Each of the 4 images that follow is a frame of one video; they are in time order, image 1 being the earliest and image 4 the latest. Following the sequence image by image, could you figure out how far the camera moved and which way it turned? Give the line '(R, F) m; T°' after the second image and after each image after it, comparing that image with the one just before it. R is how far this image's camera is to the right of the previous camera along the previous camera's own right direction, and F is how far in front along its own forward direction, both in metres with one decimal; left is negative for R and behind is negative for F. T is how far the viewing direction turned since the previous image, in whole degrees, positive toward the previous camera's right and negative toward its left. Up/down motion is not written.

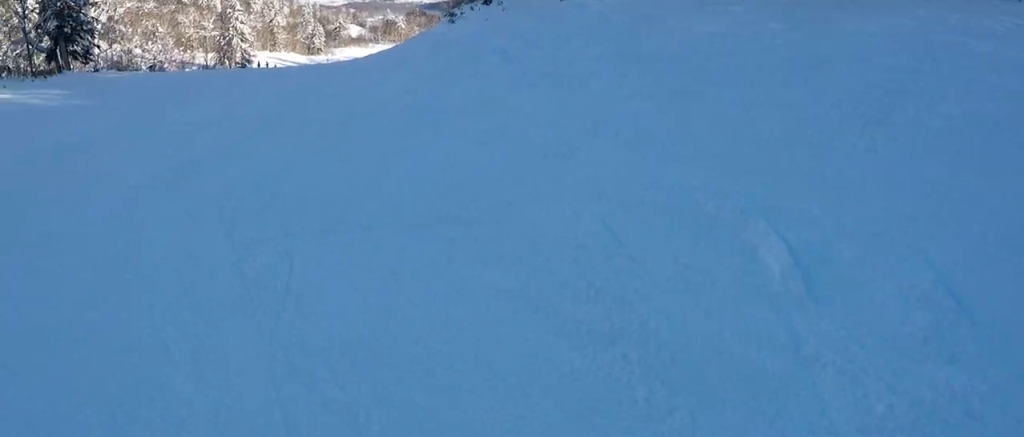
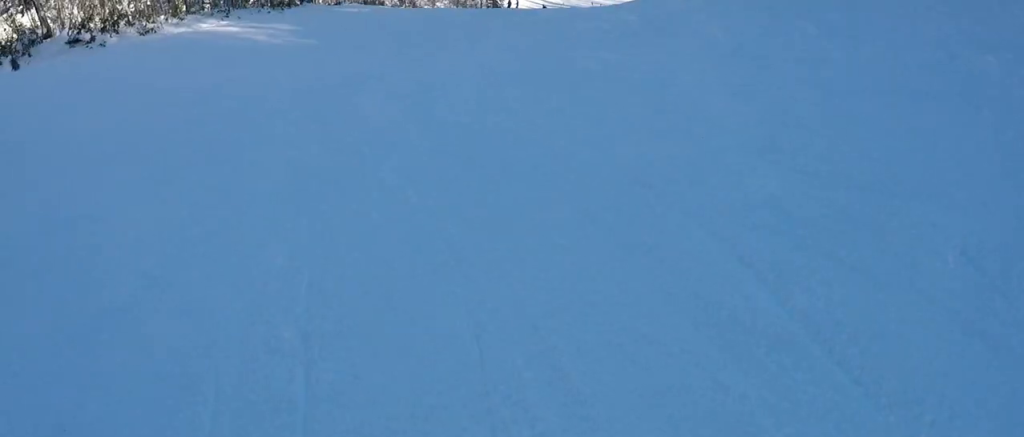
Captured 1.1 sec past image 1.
(-1.8, +4.8) m; -20°
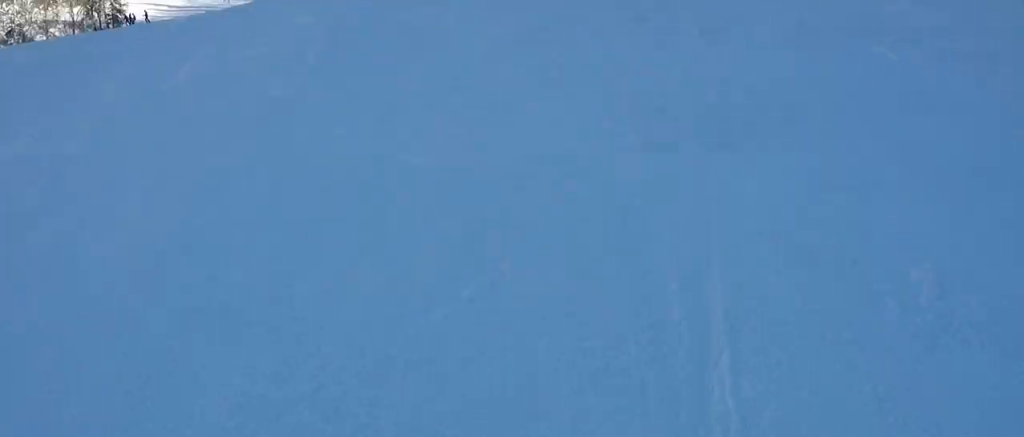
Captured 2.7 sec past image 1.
(+2.0, +4.6) m; +35°
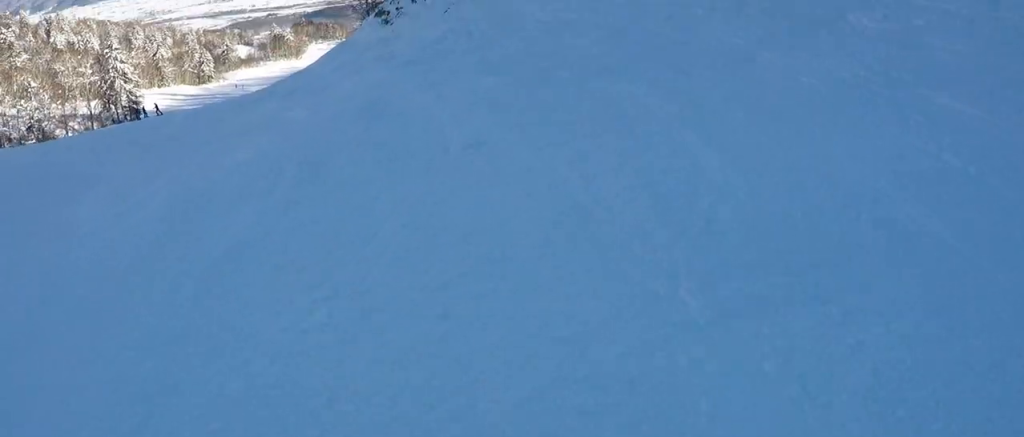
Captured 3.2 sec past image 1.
(-0.4, +1.4) m; -8°
